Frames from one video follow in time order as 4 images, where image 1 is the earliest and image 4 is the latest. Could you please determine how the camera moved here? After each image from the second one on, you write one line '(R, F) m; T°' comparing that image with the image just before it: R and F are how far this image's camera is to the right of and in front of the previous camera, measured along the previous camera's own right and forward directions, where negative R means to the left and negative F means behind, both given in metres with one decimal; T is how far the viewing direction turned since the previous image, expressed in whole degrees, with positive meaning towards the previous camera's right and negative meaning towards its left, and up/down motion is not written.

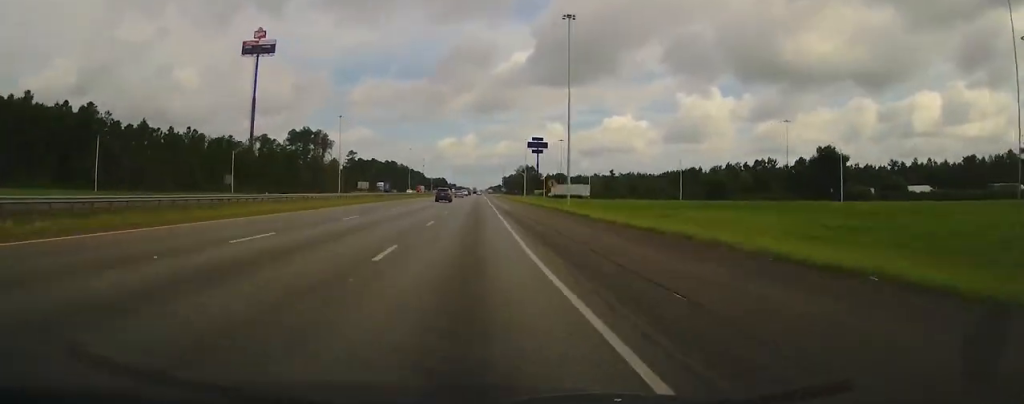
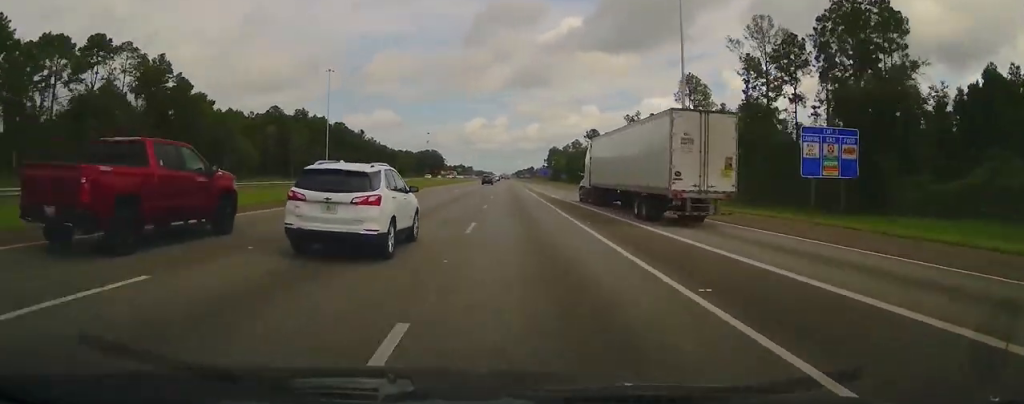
(-0.8, +422.1) m; 0°
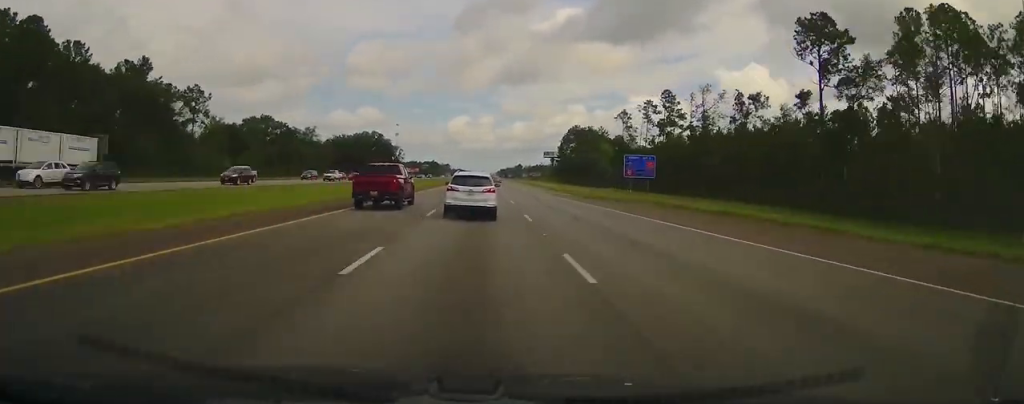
(+2.4, +181.0) m; +1°
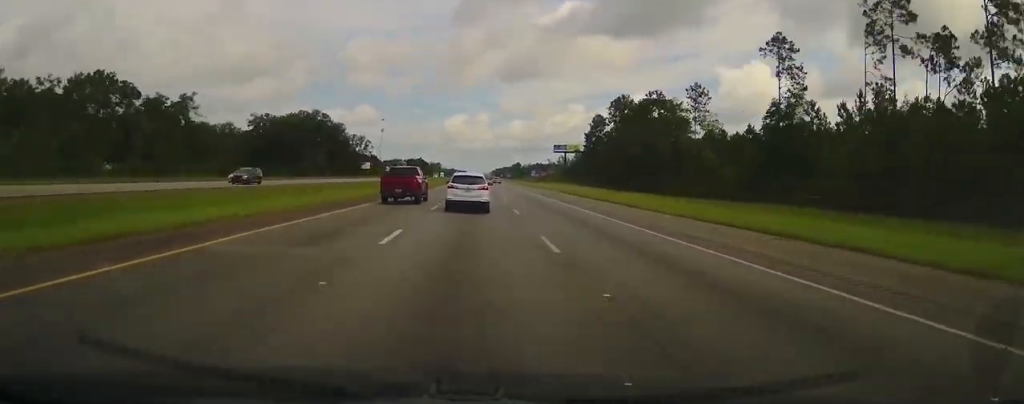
(0.0, +95.0) m; 0°
